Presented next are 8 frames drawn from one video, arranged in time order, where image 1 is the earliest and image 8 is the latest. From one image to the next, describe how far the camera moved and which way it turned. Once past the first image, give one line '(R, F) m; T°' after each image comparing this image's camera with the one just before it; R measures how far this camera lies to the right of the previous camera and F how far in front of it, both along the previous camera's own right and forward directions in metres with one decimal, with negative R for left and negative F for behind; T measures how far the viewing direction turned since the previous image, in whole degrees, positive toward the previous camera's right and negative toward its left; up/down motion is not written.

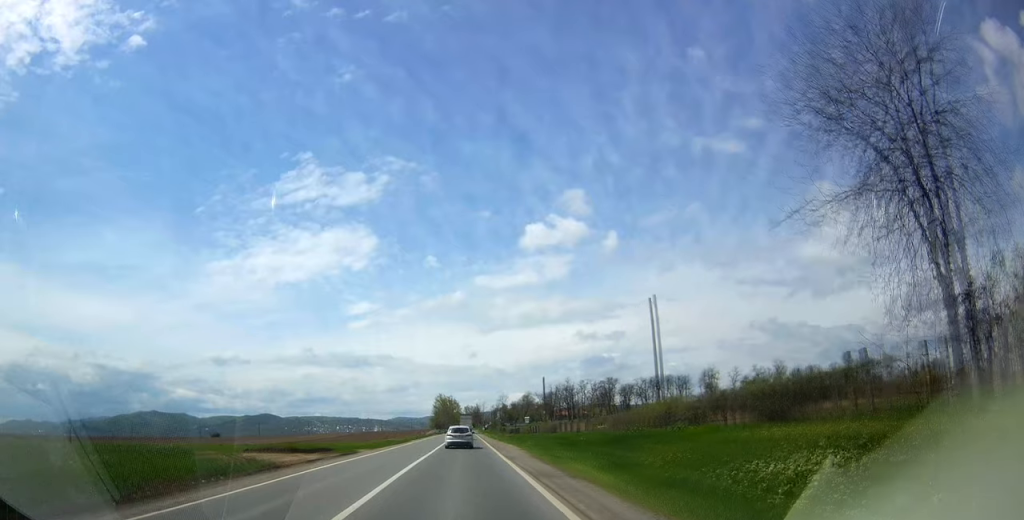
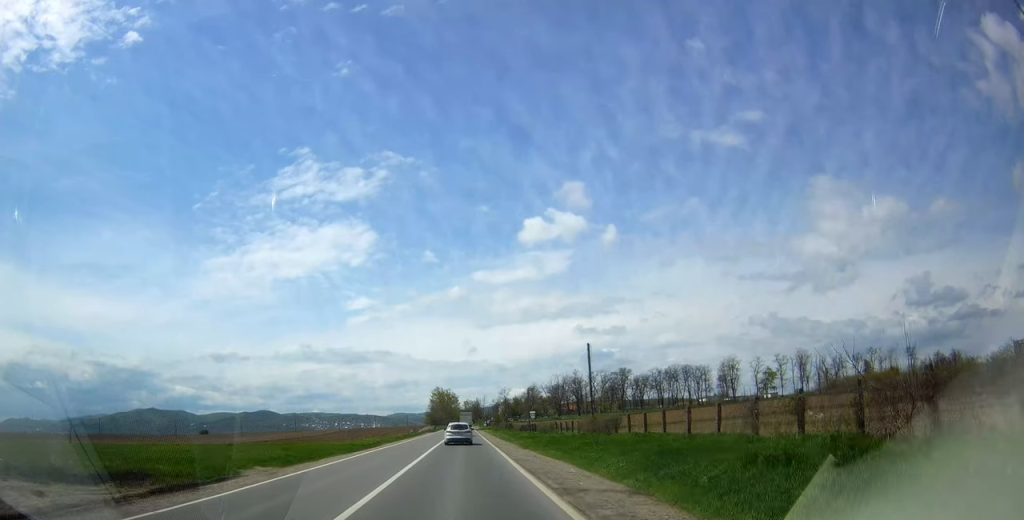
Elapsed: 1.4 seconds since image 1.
(-0.2, +25.2) m; +1°
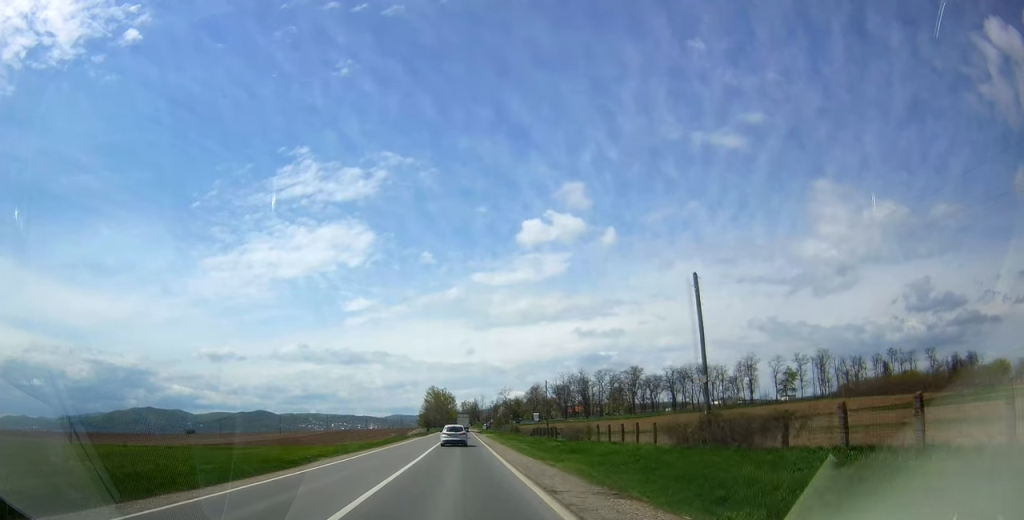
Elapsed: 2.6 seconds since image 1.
(+0.4, +20.7) m; 0°
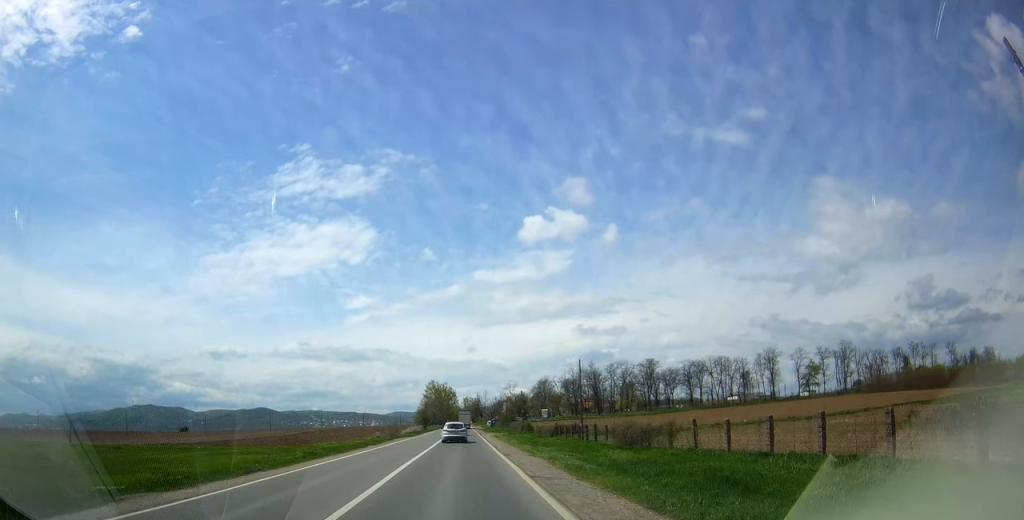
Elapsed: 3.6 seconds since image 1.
(-0.3, +17.9) m; -3°
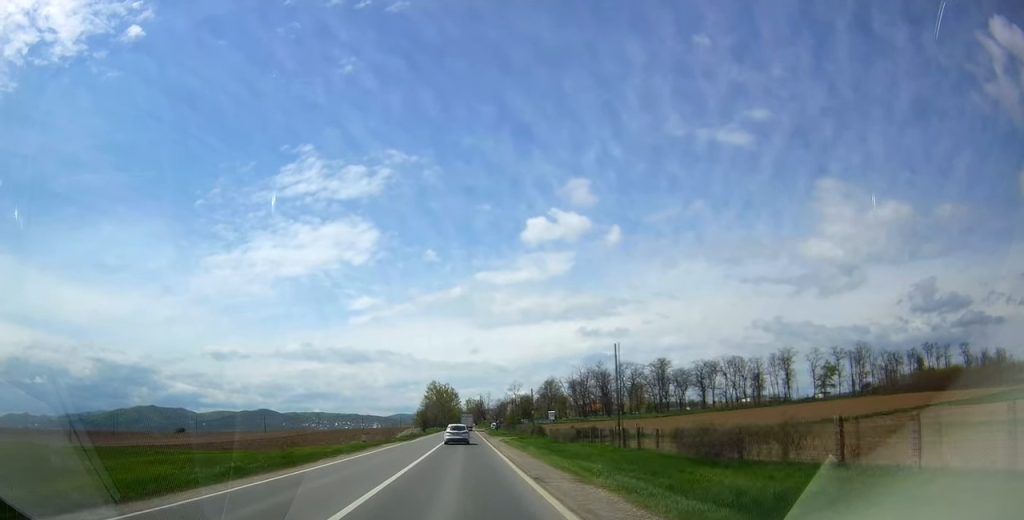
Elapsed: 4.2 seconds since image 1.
(-0.4, +10.8) m; 0°
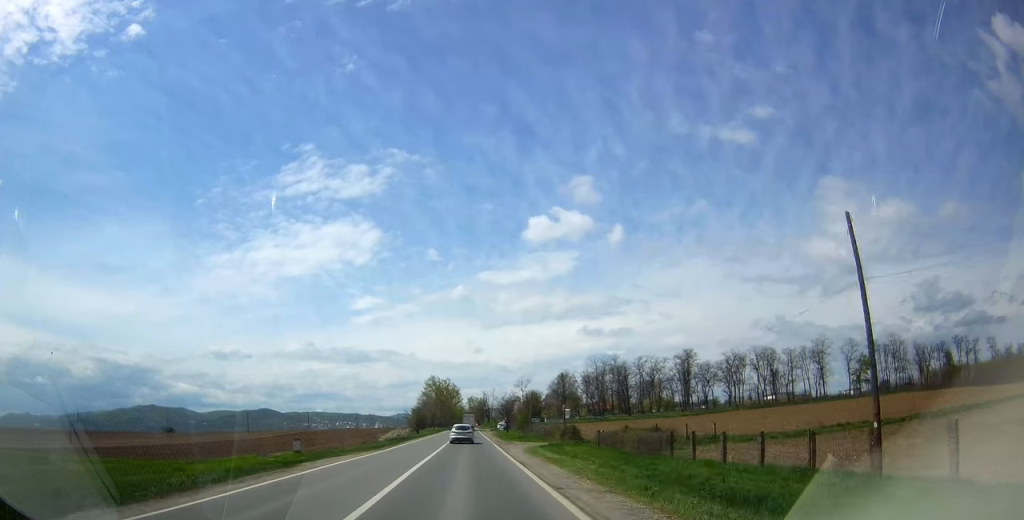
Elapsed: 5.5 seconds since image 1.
(+0.2, +23.7) m; +1°
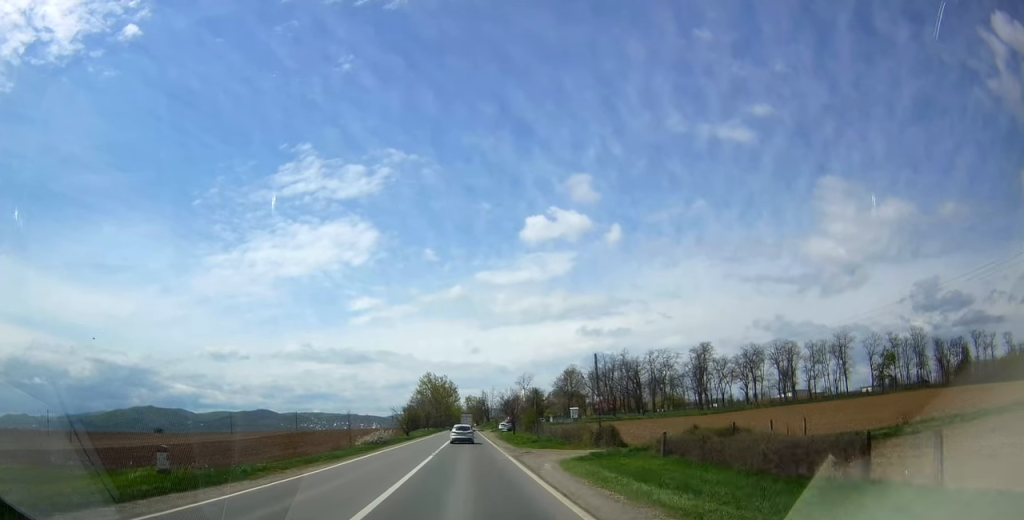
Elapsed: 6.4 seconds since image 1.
(0.0, +15.8) m; -1°
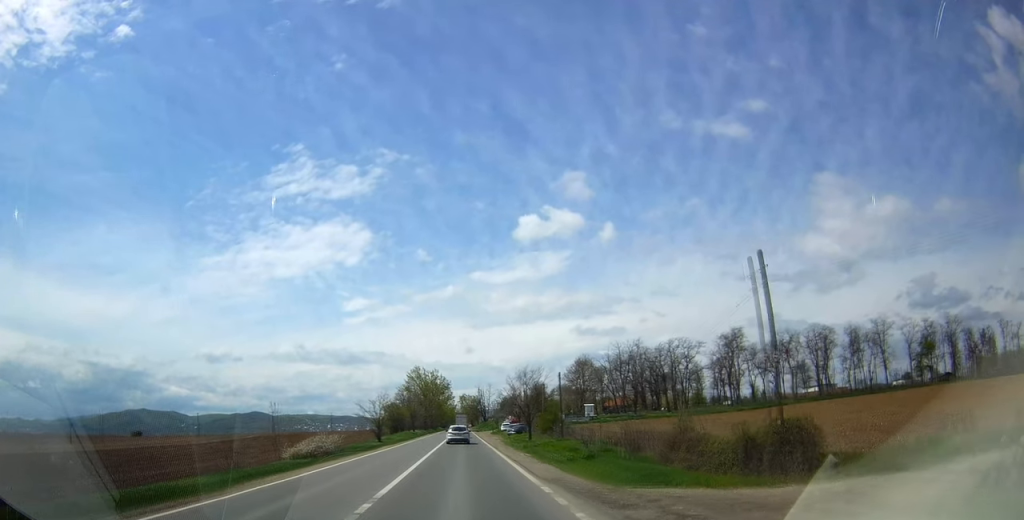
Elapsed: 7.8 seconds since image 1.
(-0.2, +25.2) m; 0°
